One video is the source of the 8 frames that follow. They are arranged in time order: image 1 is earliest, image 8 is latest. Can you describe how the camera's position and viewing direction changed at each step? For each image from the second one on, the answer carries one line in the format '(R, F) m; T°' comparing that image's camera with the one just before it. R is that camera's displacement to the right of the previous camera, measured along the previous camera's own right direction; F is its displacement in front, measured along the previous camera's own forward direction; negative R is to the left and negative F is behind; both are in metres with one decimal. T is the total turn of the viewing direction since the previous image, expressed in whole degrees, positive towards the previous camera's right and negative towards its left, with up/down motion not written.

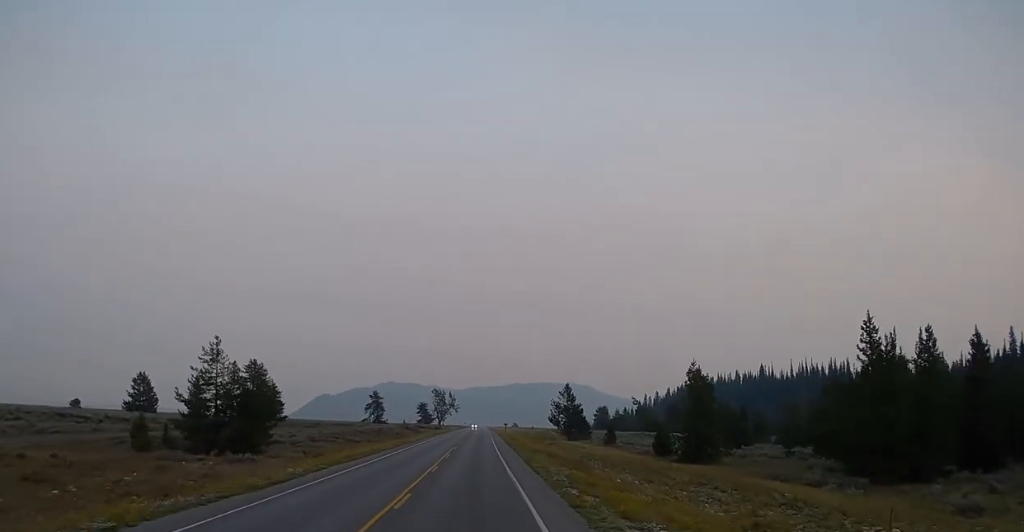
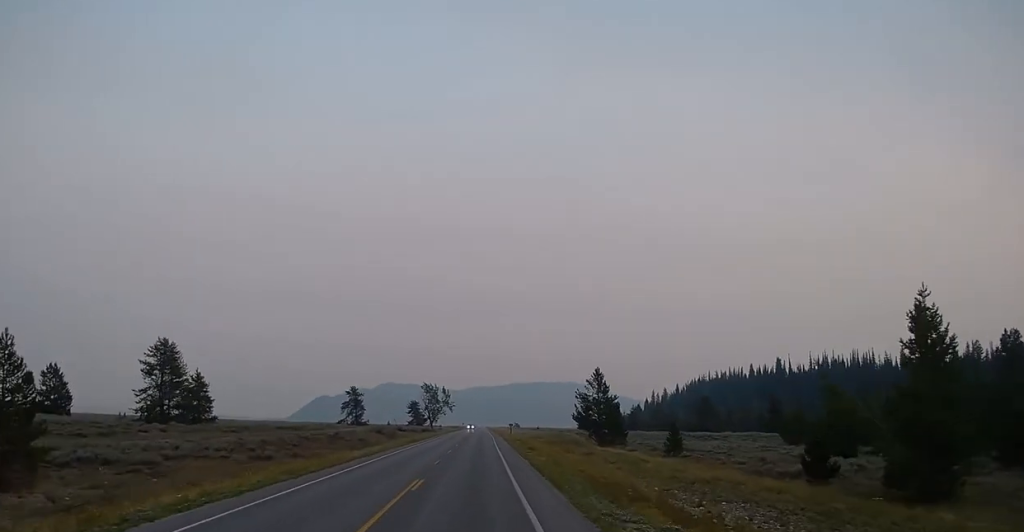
(0.0, +32.2) m; 0°
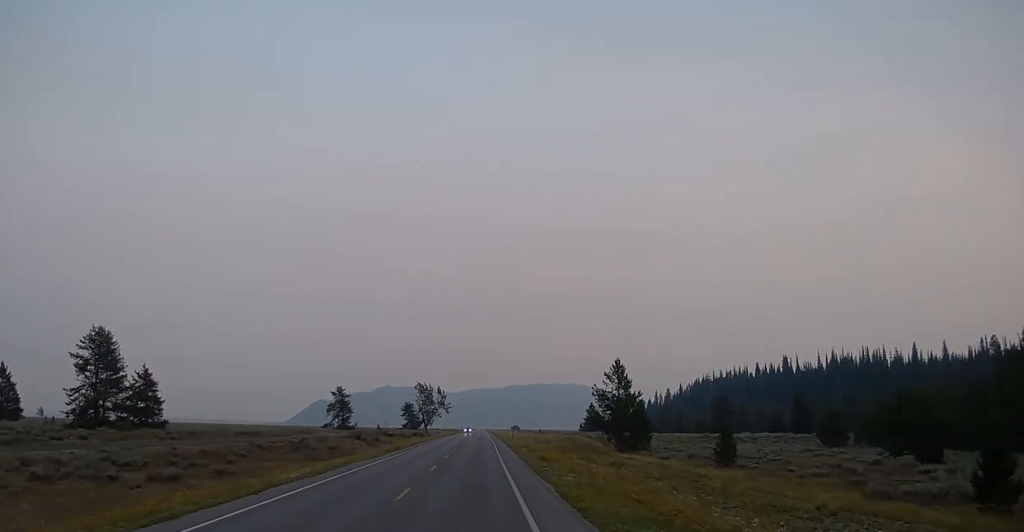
(-0.3, +13.9) m; 0°
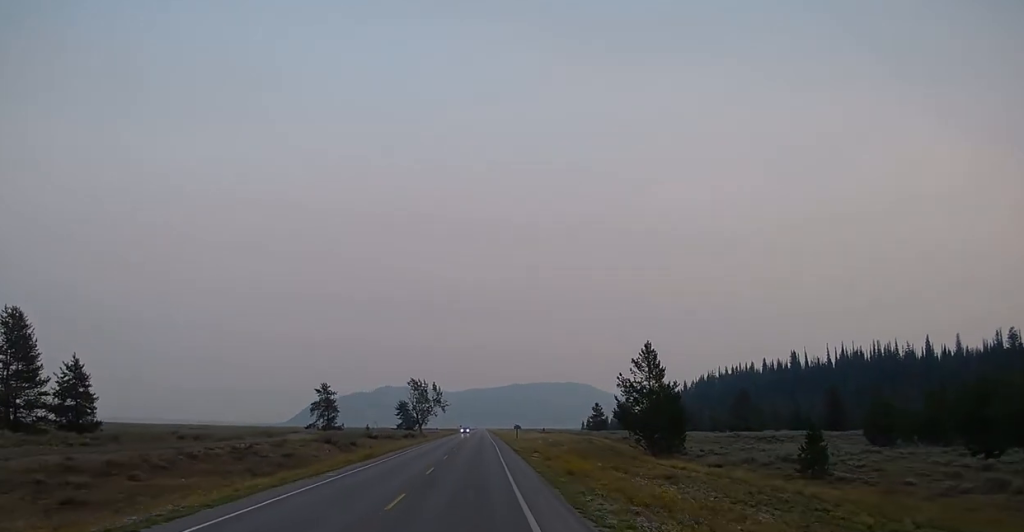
(+0.3, +14.2) m; +1°
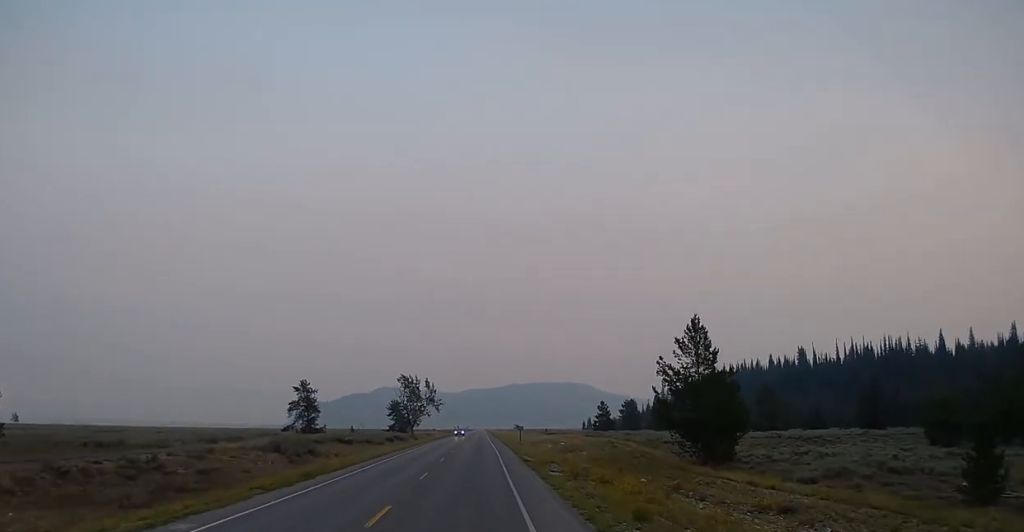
(+0.1, +14.8) m; 0°
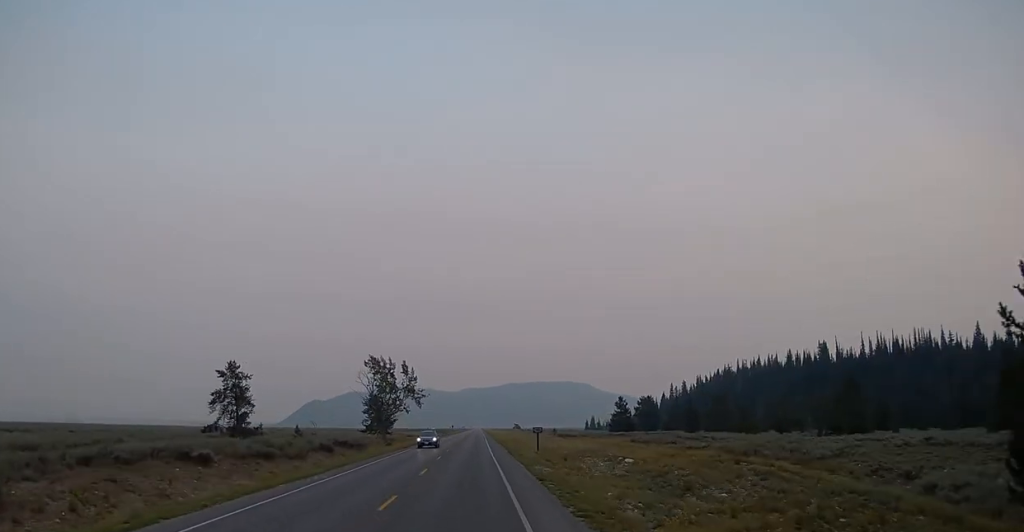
(0.0, +35.2) m; 0°
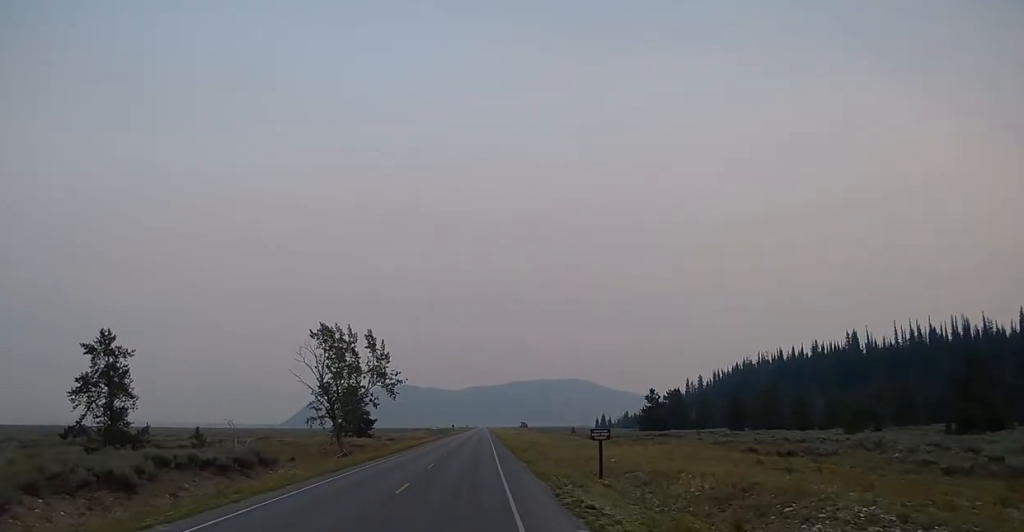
(-0.4, +31.2) m; -1°
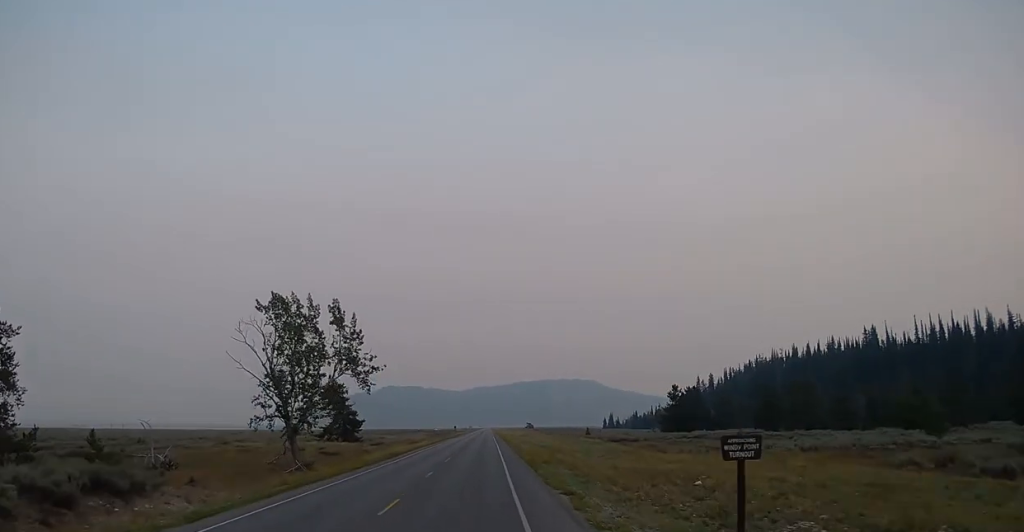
(-0.2, +16.4) m; 0°
